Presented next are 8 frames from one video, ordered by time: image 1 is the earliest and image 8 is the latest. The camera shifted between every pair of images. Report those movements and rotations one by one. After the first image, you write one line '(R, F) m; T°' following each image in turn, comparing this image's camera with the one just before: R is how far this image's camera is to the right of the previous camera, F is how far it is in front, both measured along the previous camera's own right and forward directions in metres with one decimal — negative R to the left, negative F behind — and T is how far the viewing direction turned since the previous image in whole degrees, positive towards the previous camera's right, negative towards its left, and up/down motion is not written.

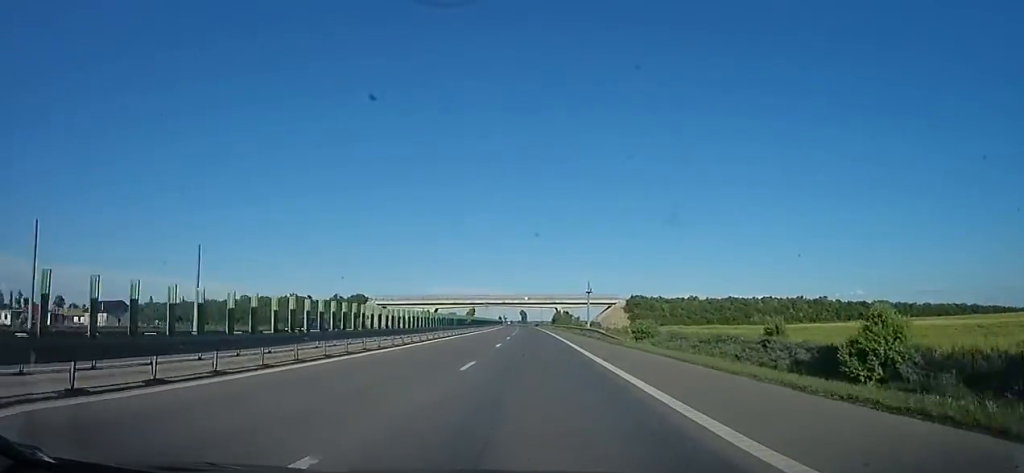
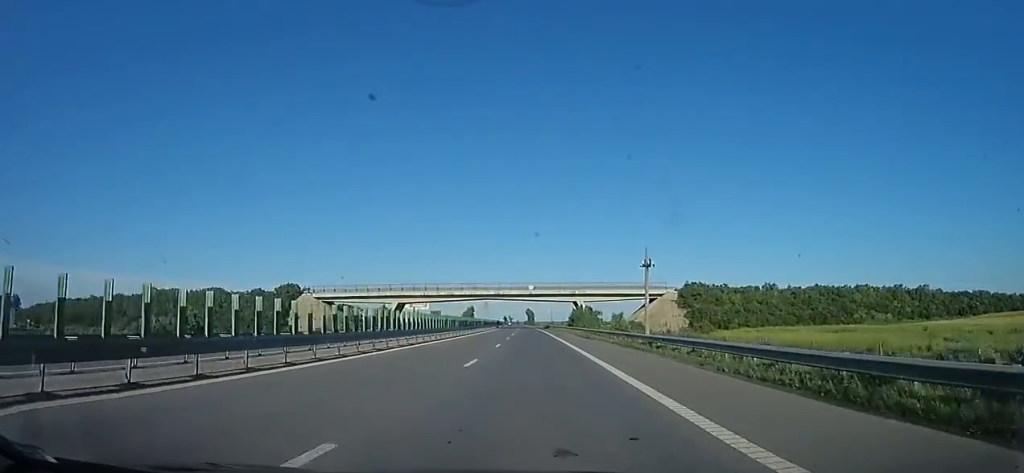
(-0.1, +46.9) m; -2°
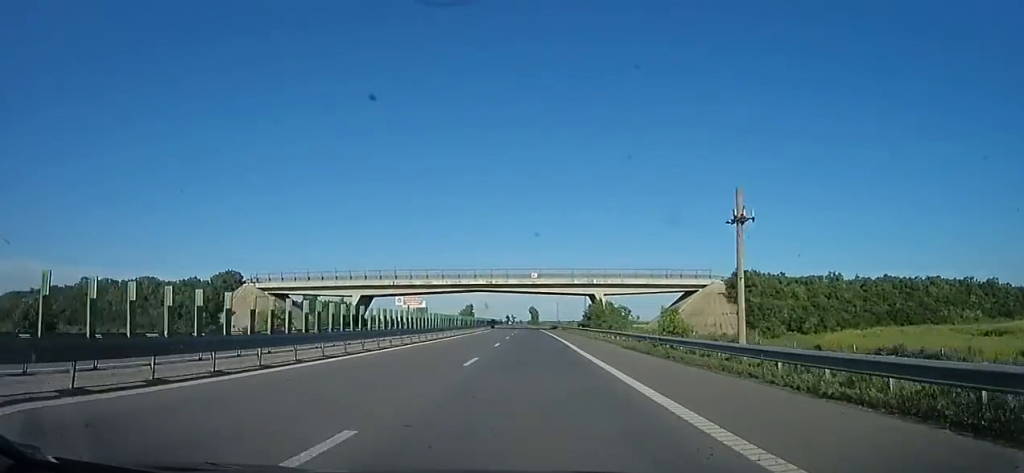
(-0.3, +23.4) m; -1°
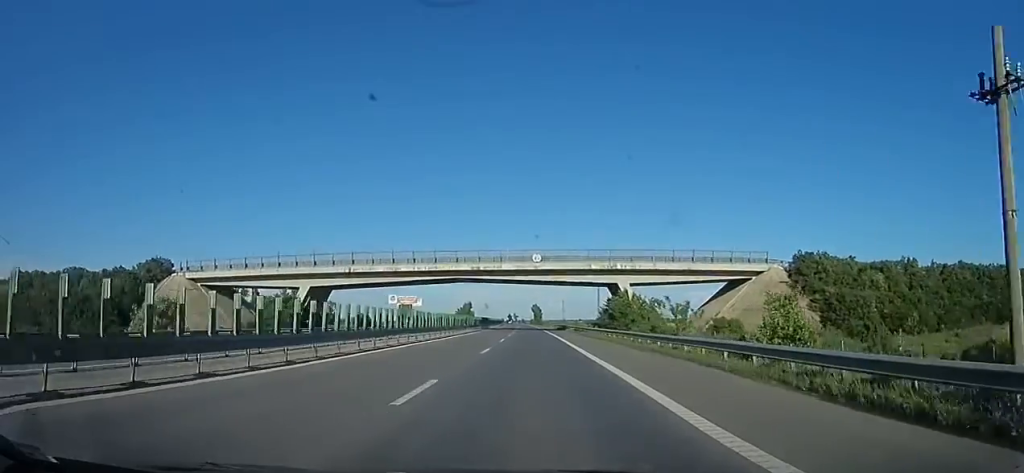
(0.0, +18.6) m; 0°
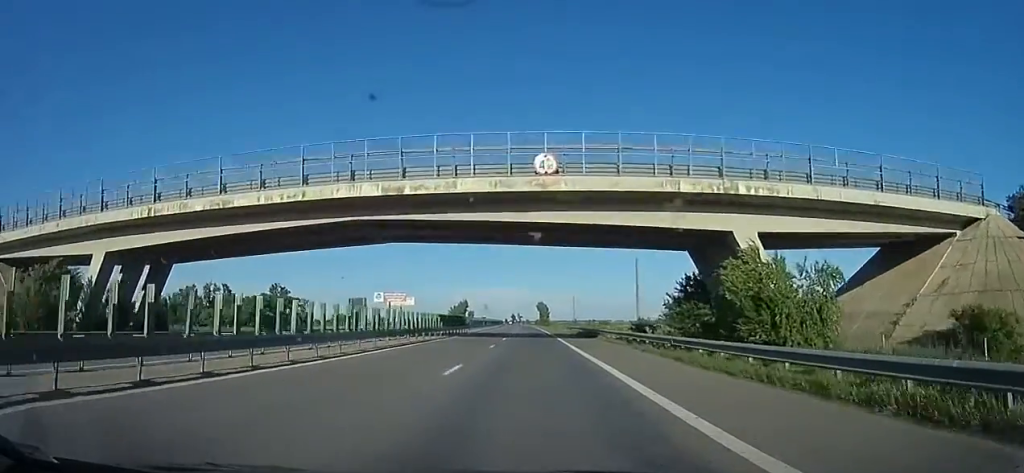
(0.0, +31.7) m; 0°
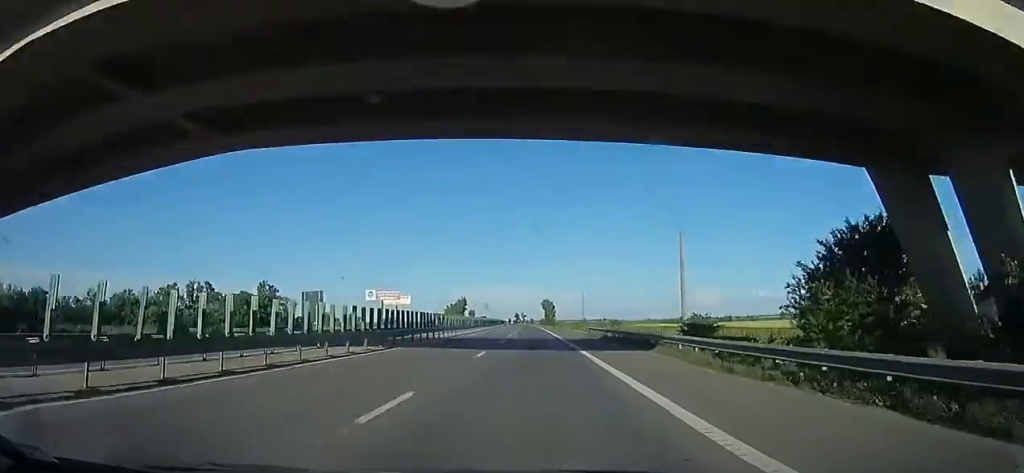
(0.0, +17.3) m; 0°
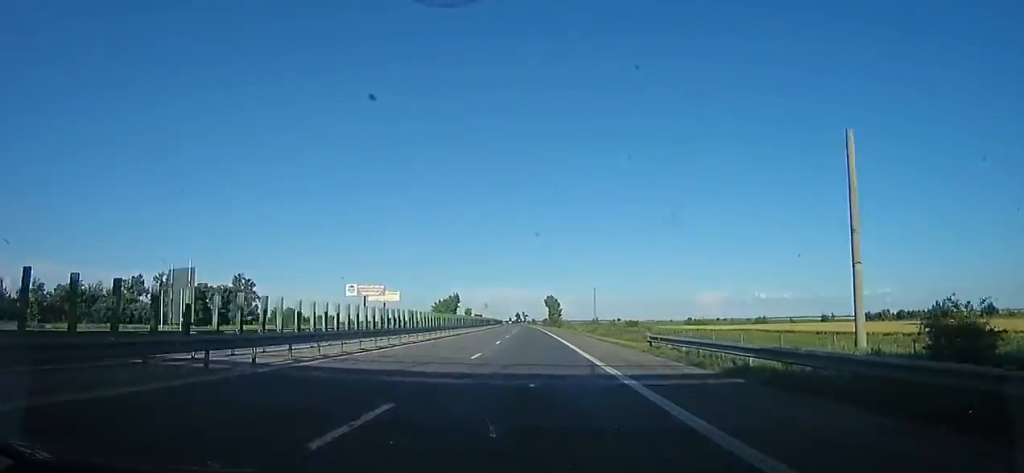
(0.0, +24.4) m; 0°
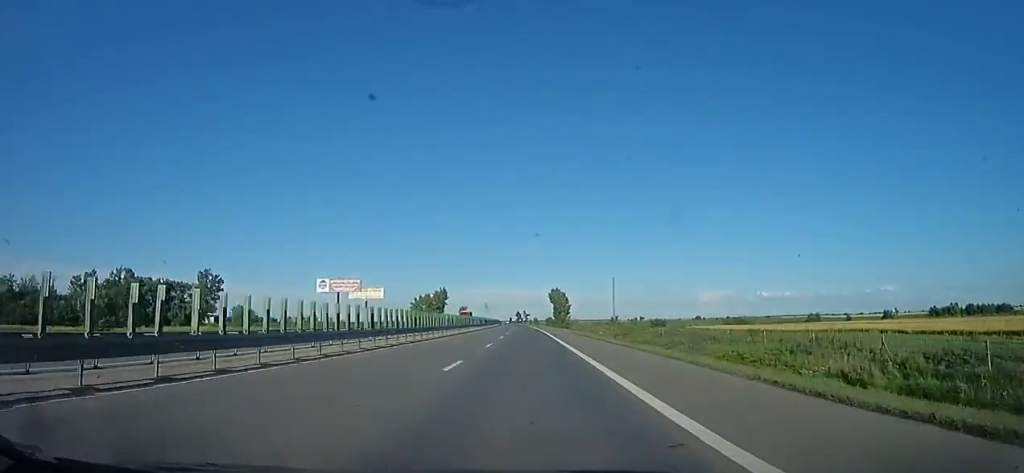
(0.0, +27.4) m; -2°
